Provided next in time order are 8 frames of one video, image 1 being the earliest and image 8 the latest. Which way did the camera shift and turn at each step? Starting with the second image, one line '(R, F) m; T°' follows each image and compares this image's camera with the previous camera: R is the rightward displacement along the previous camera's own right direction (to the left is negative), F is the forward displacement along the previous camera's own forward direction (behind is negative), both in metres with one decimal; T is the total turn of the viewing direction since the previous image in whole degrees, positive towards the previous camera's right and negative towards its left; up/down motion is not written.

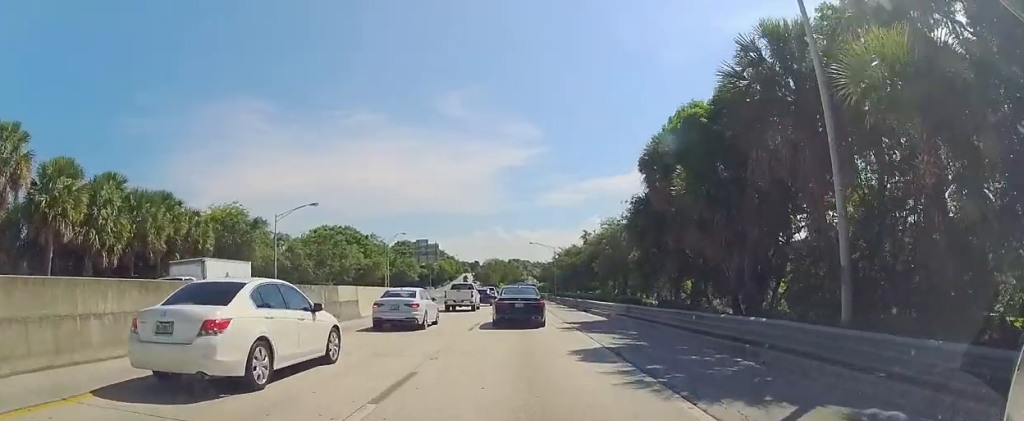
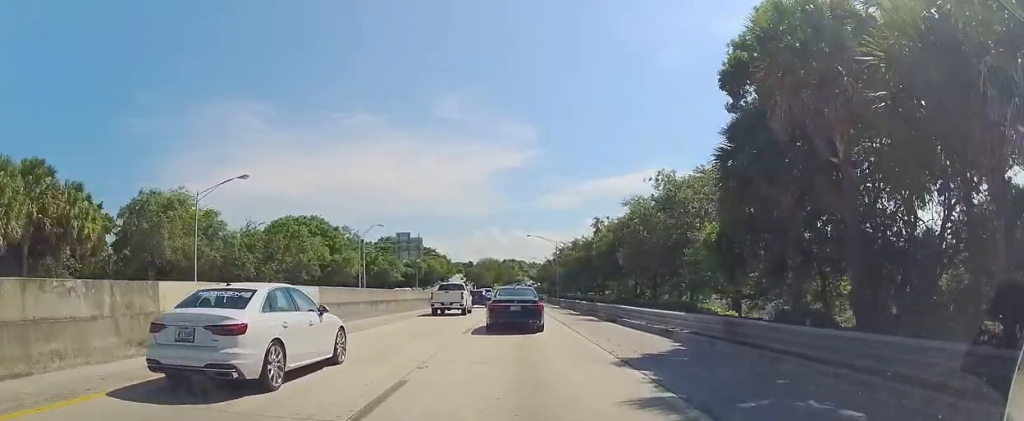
(+0.8, +11.8) m; +2°
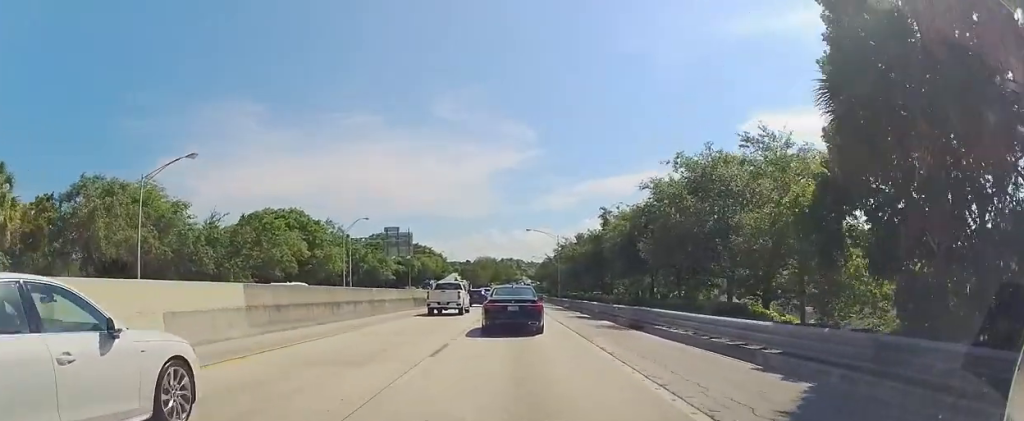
(-0.3, +5.8) m; -1°
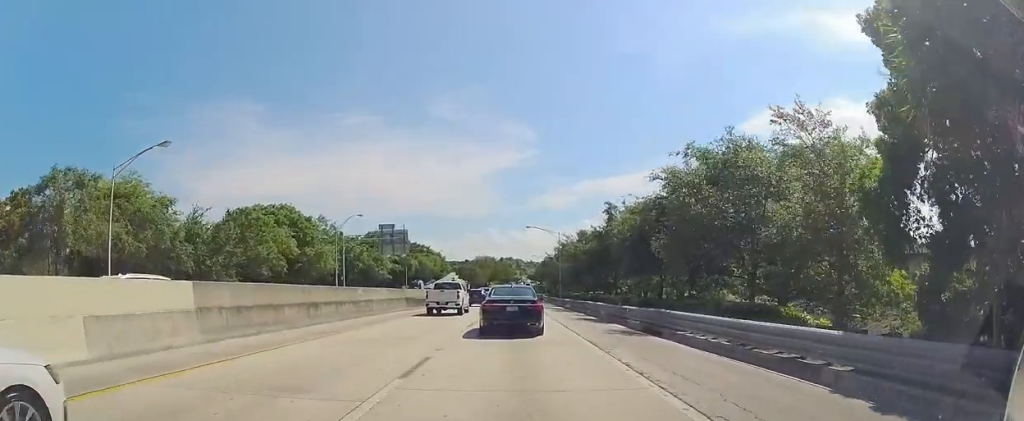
(0.0, +2.6) m; 0°
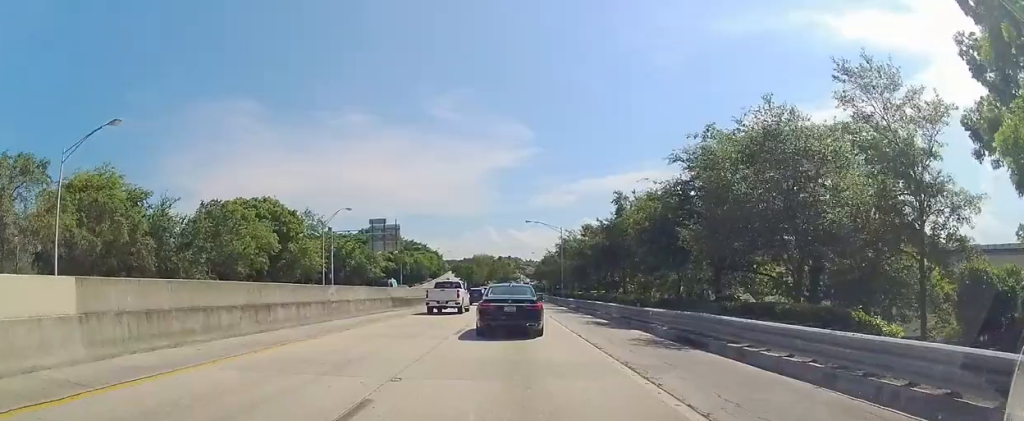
(+0.2, +4.4) m; -1°
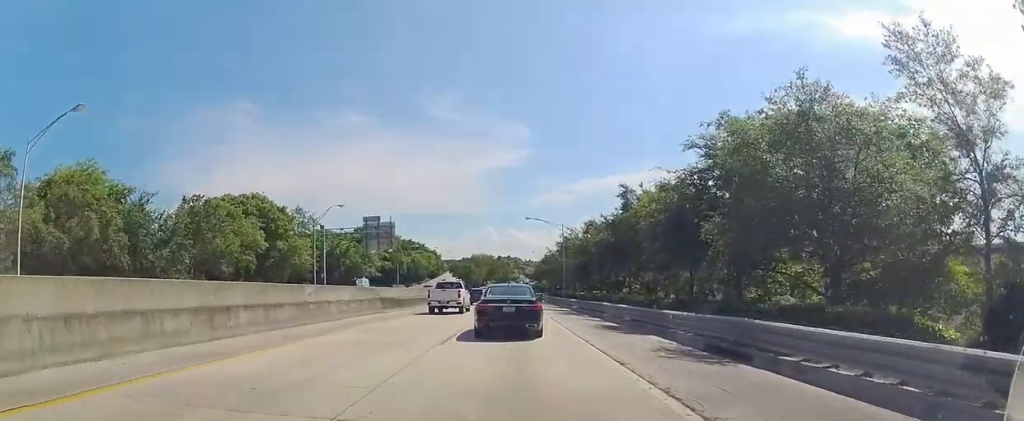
(-0.1, +2.7) m; -3°
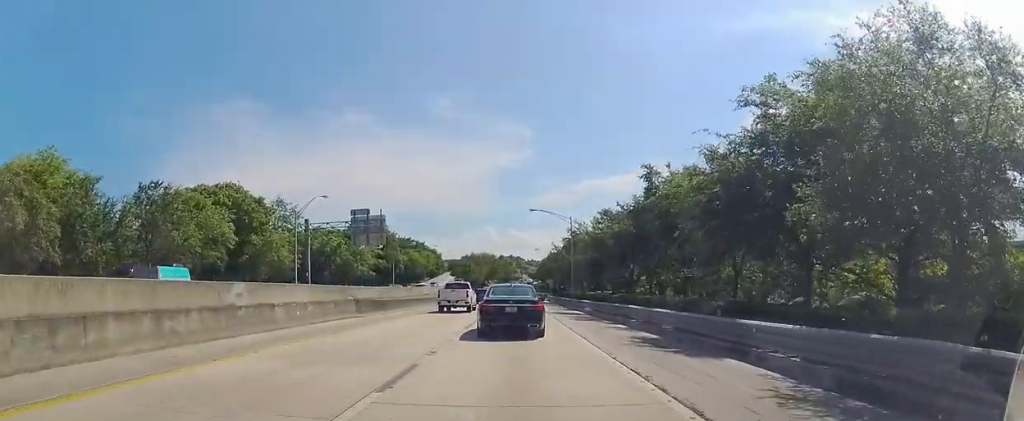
(-0.4, +6.1) m; +1°
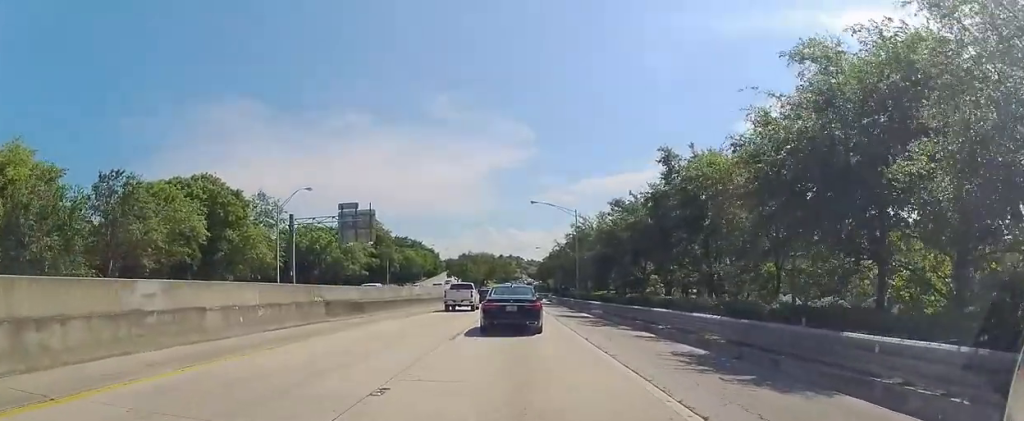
(+0.5, +4.4) m; +1°
